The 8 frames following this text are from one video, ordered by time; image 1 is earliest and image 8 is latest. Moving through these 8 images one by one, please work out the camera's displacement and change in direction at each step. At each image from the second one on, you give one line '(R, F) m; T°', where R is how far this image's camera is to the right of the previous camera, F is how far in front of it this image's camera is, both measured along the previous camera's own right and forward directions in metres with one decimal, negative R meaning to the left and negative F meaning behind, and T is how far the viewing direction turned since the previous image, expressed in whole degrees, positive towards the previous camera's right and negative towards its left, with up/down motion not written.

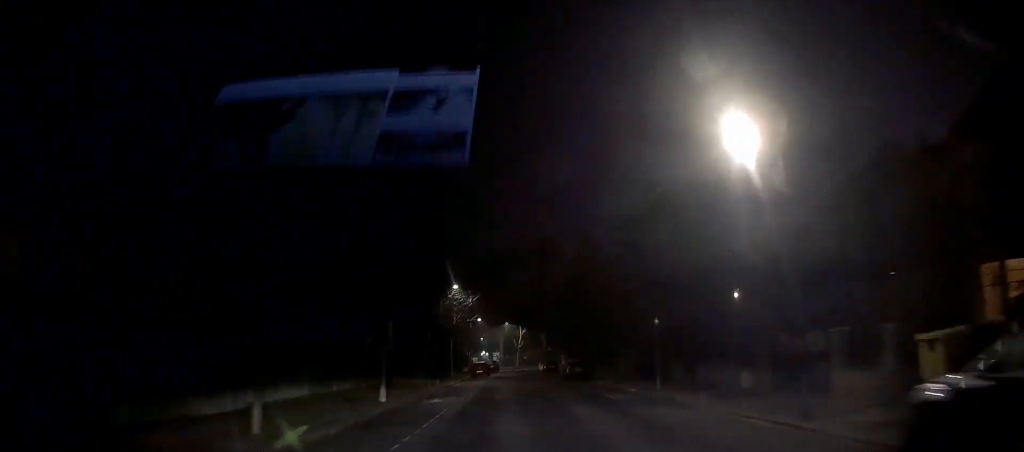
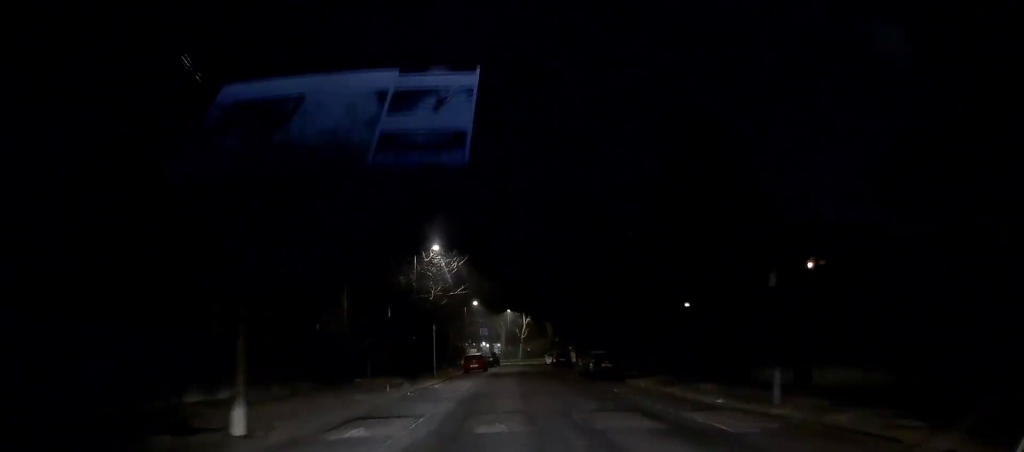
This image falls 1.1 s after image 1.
(+0.2, +11.6) m; 0°
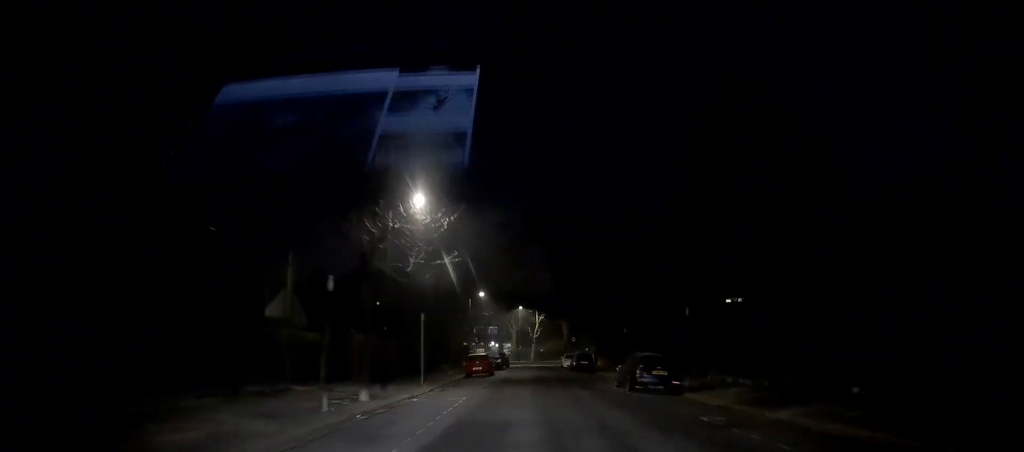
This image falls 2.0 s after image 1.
(-0.2, +9.0) m; -1°
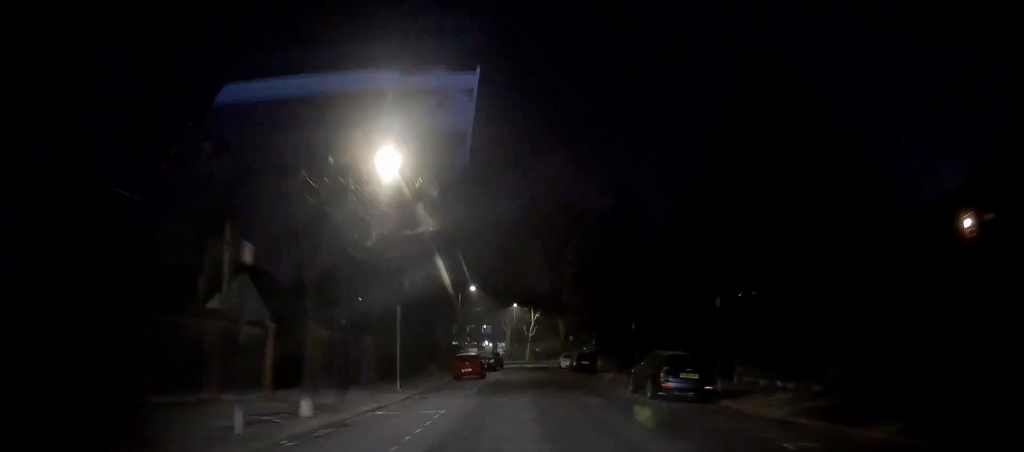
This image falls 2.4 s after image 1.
(0.0, +4.4) m; 0°
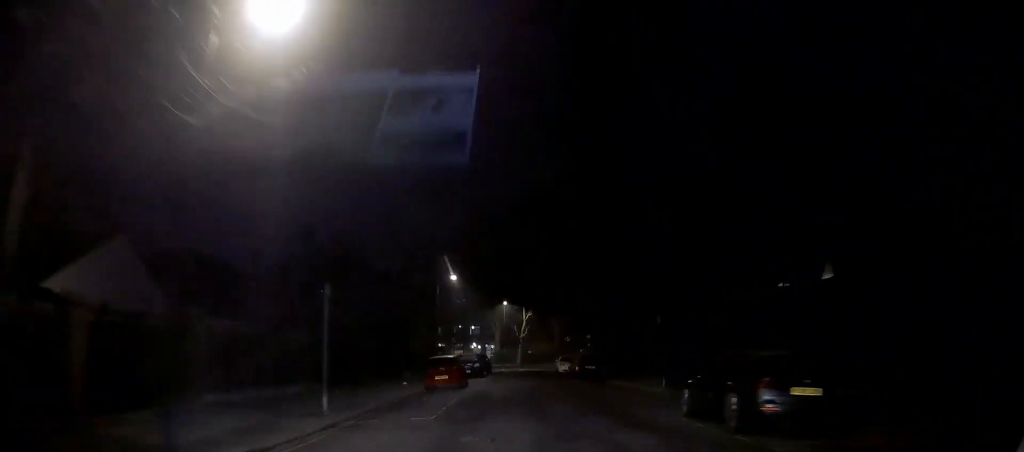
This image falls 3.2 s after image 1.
(0.0, +7.9) m; 0°
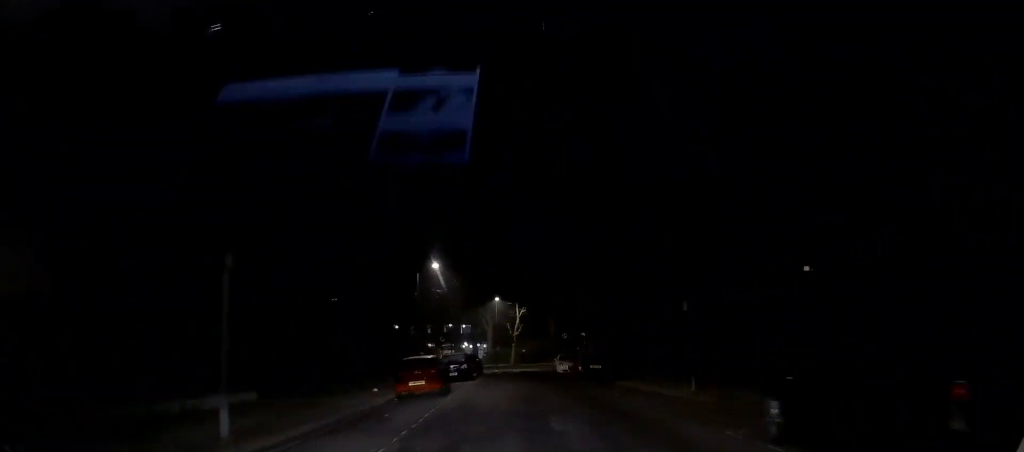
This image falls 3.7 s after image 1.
(0.0, +5.1) m; +1°
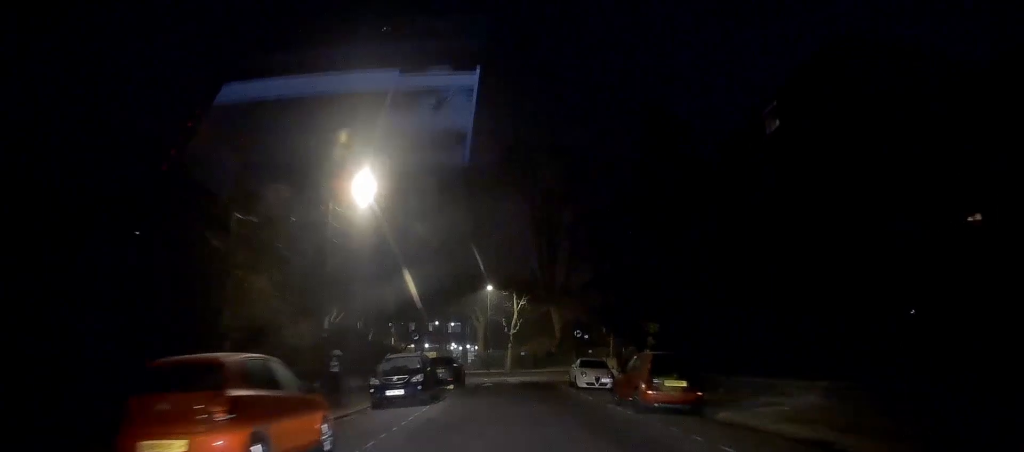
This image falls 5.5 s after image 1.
(+0.2, +15.8) m; +1°
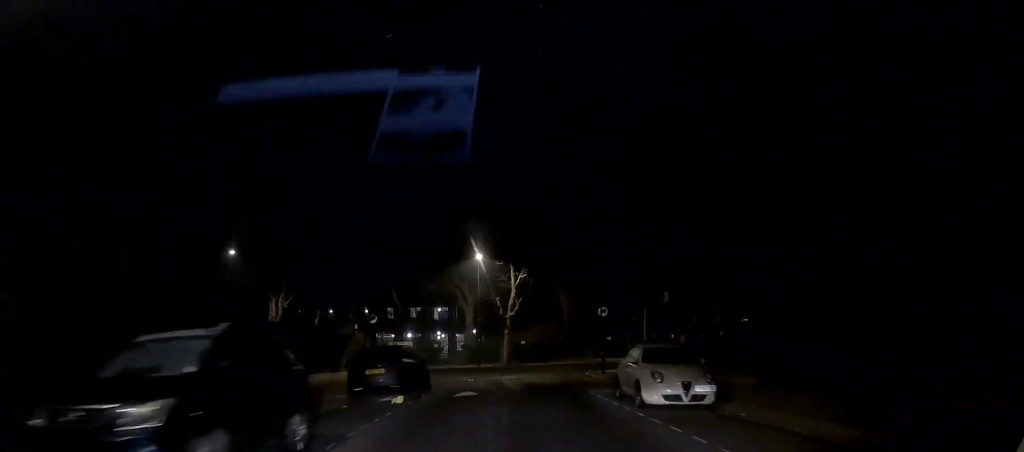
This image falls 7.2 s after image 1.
(-0.2, +14.4) m; -1°
